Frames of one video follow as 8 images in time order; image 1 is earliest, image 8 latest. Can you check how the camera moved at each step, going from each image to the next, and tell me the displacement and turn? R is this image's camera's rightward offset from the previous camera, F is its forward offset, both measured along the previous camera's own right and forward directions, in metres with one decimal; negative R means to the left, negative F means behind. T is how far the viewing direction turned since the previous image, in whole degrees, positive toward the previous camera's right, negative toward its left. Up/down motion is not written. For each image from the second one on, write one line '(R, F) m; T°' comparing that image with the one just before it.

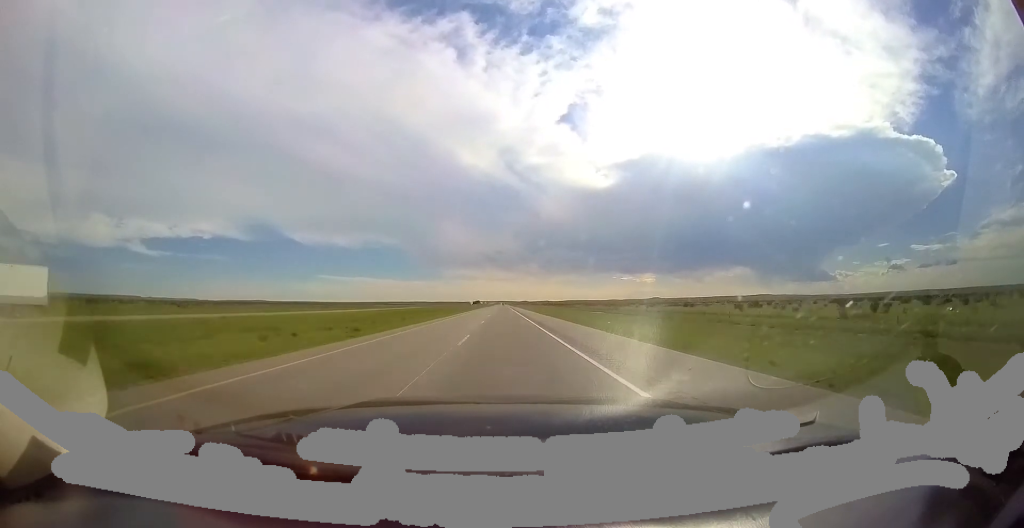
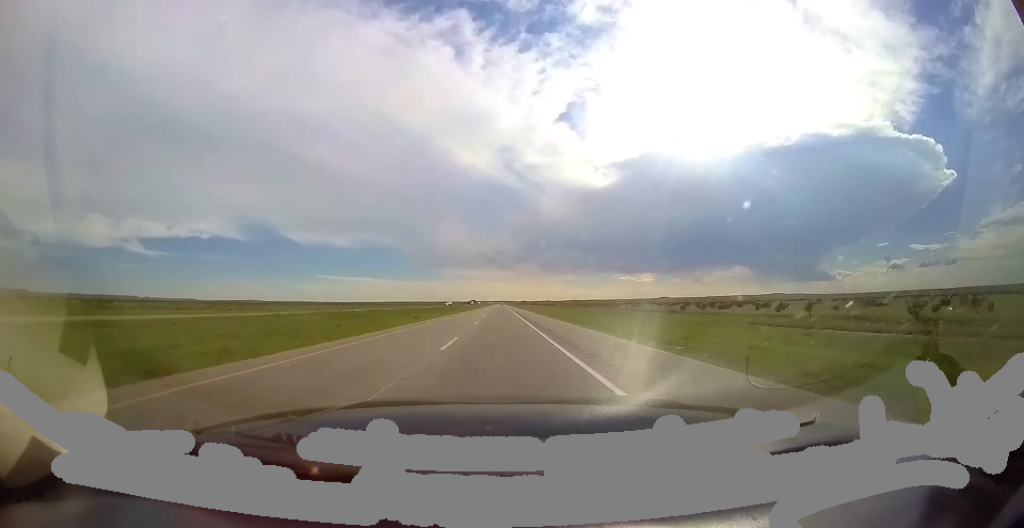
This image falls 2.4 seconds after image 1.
(+0.3, +85.7) m; 0°
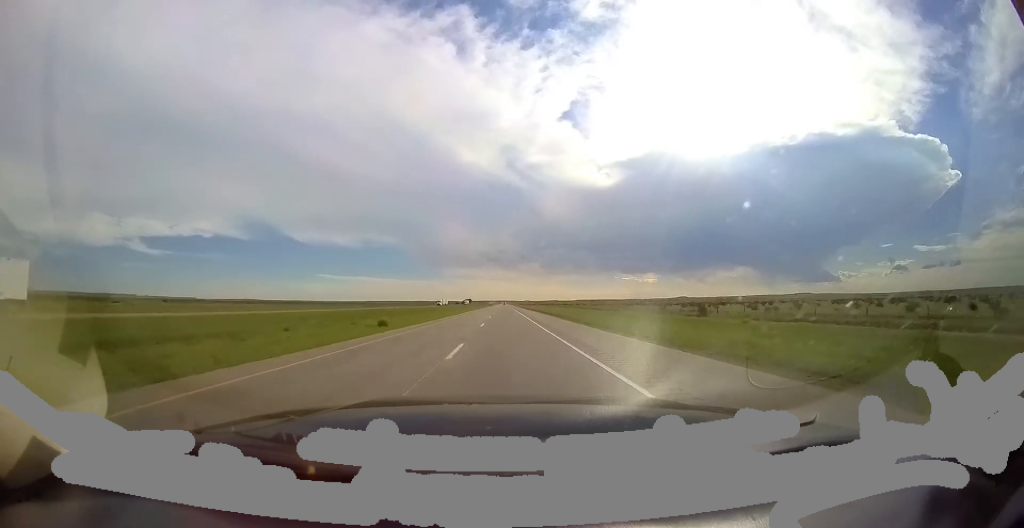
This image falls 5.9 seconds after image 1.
(-0.9, +124.5) m; -1°
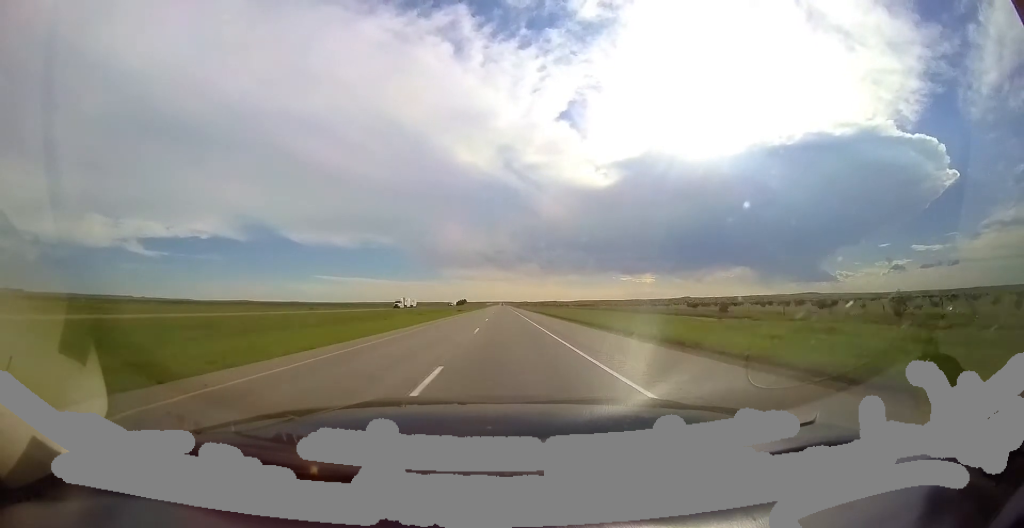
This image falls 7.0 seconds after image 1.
(+0.1, +40.8) m; 0°
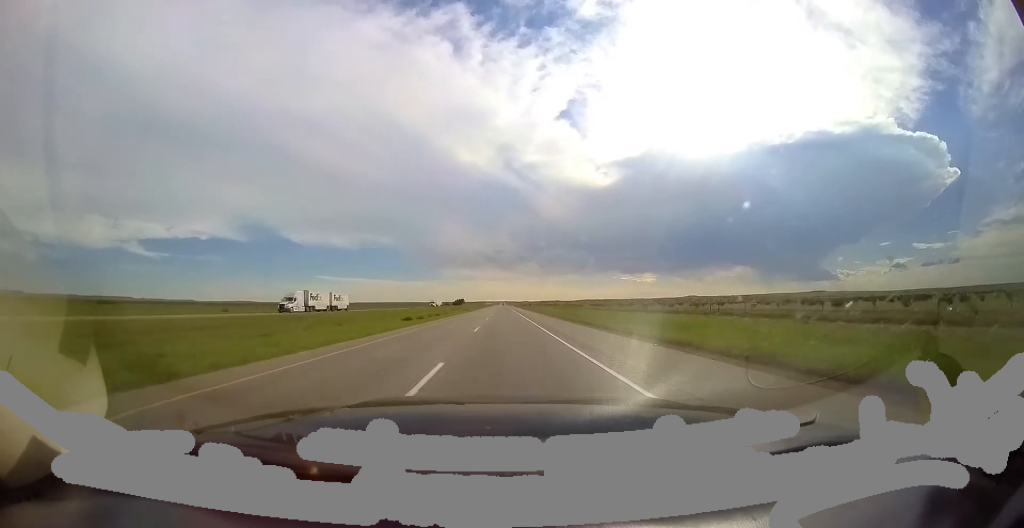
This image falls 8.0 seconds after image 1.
(0.0, +36.0) m; 0°
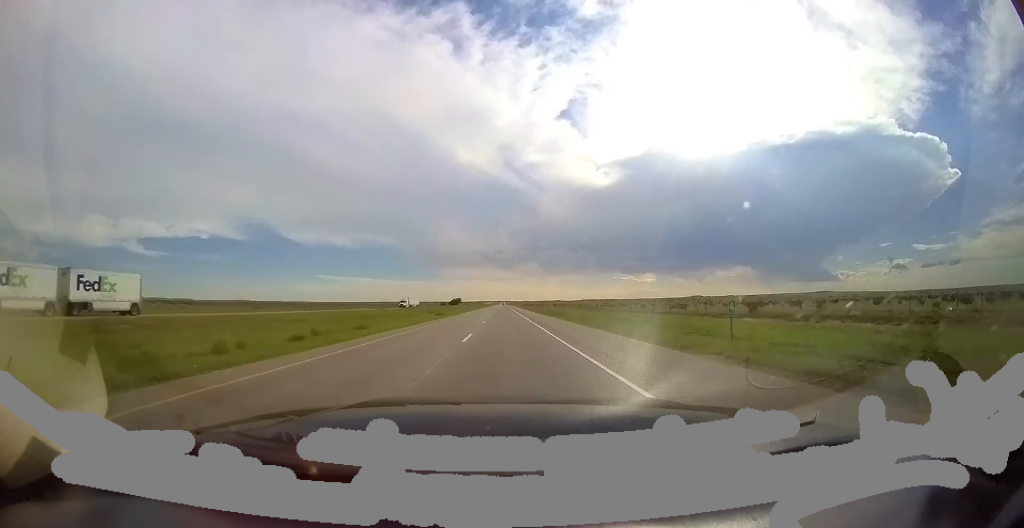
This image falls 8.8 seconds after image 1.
(+0.3, +28.8) m; 0°
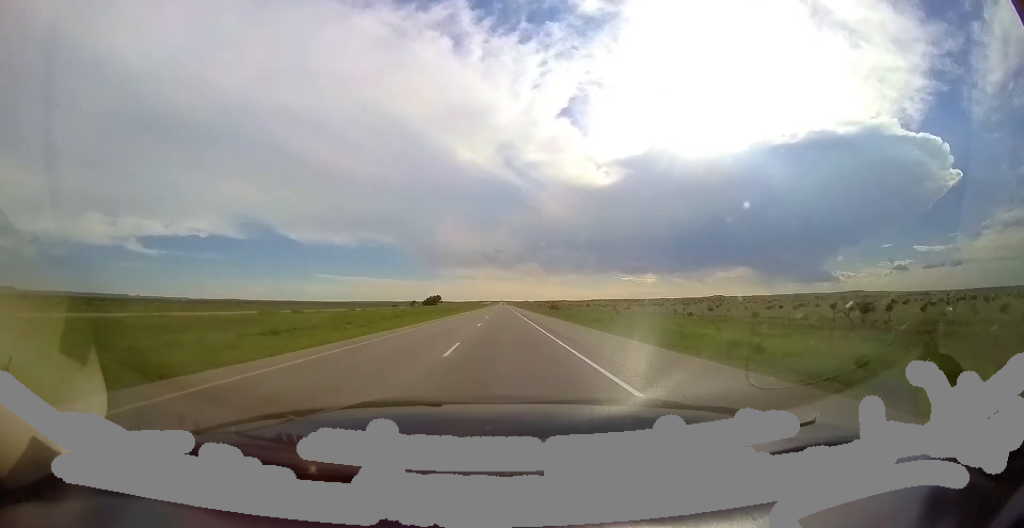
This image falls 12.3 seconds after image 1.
(0.0, +124.9) m; 0°
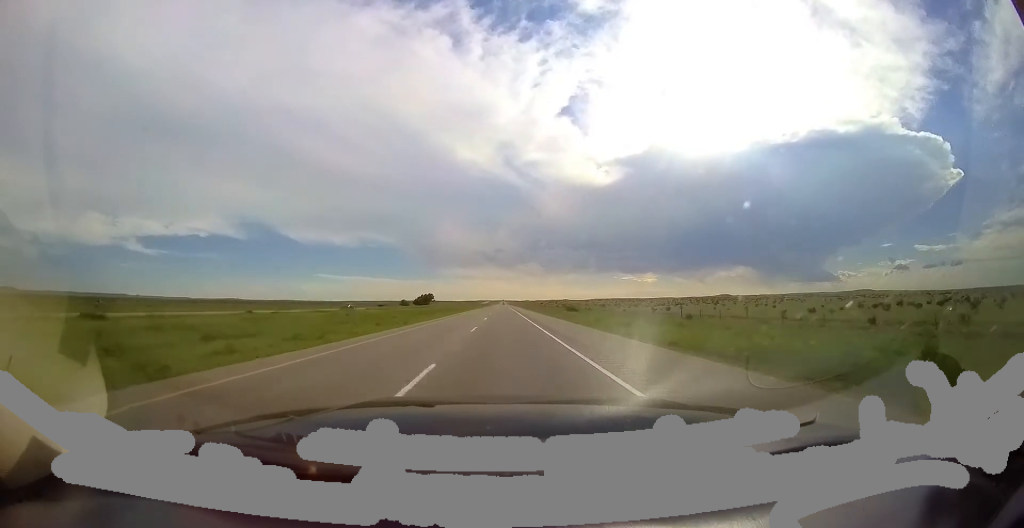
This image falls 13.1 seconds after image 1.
(+0.1, +28.8) m; 0°
